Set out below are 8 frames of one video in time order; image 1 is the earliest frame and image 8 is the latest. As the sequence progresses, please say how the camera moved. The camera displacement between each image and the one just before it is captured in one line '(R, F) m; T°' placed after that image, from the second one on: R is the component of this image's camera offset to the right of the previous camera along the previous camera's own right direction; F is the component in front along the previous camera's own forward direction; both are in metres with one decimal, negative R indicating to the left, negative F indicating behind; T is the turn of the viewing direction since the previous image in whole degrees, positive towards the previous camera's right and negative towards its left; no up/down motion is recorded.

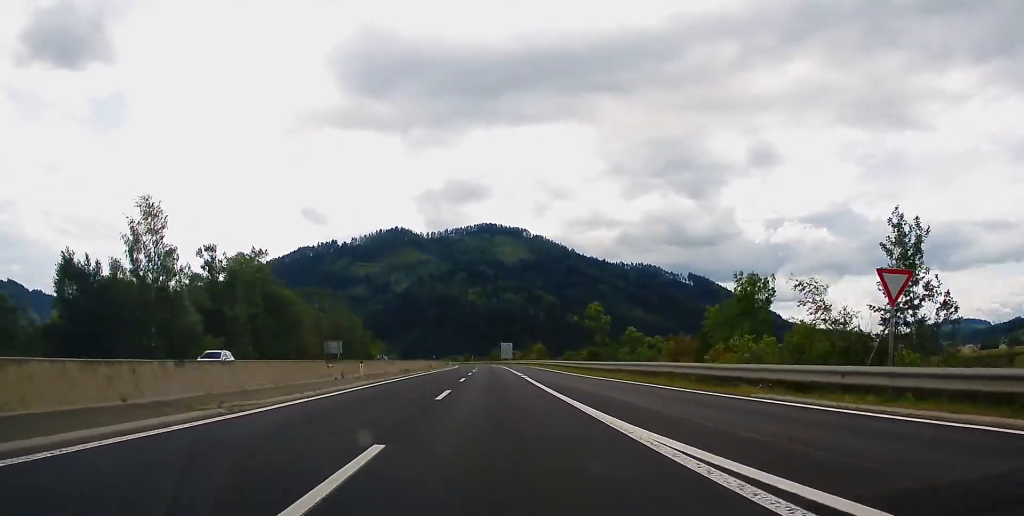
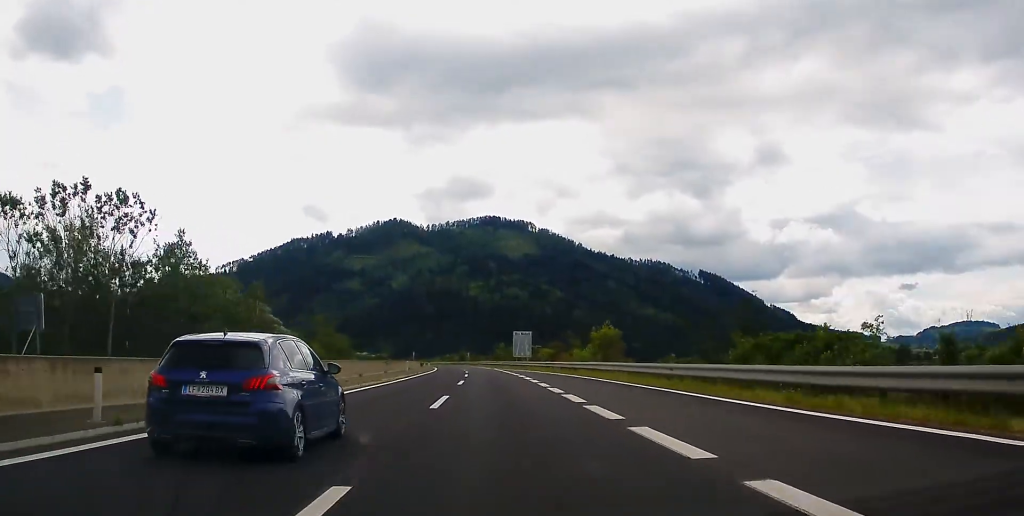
(+0.1, +74.8) m; 0°
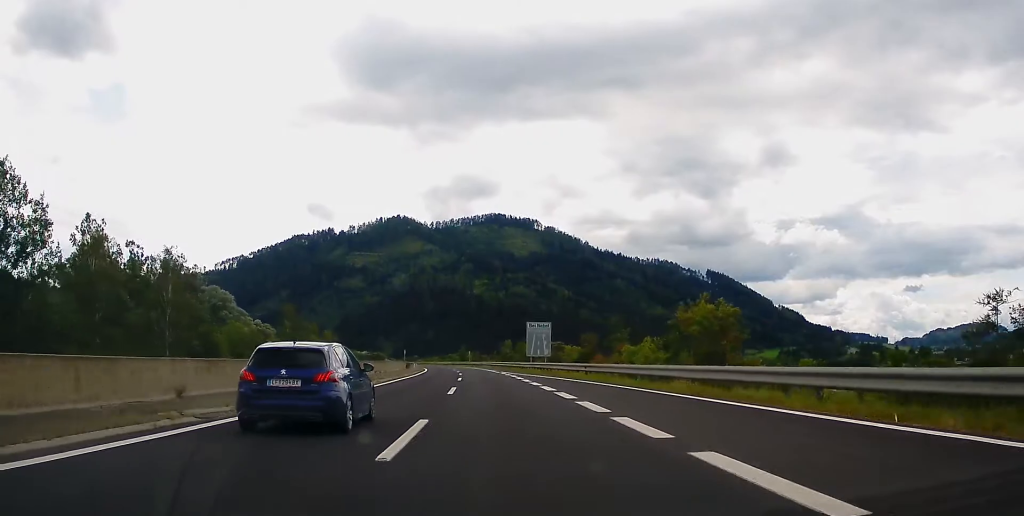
(-0.1, +27.2) m; 0°
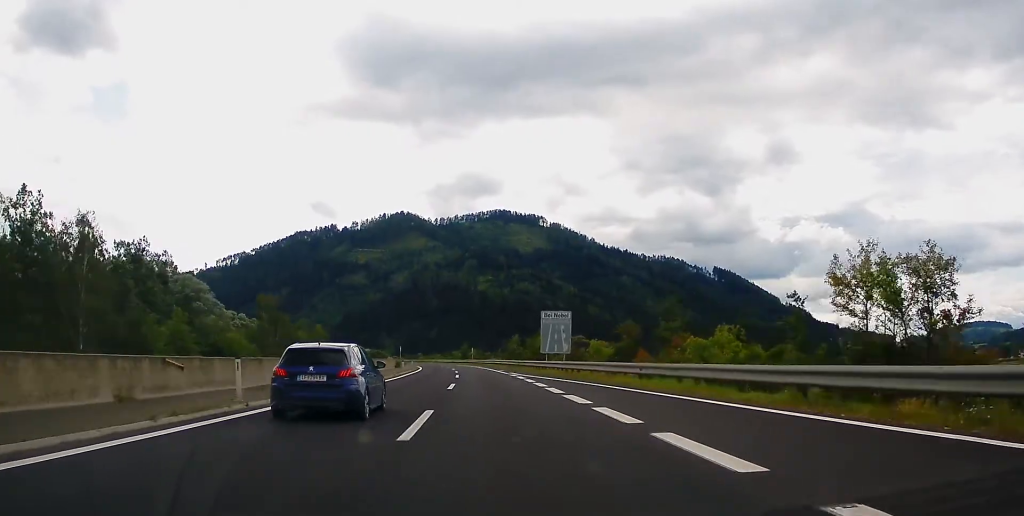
(0.0, +15.8) m; 0°
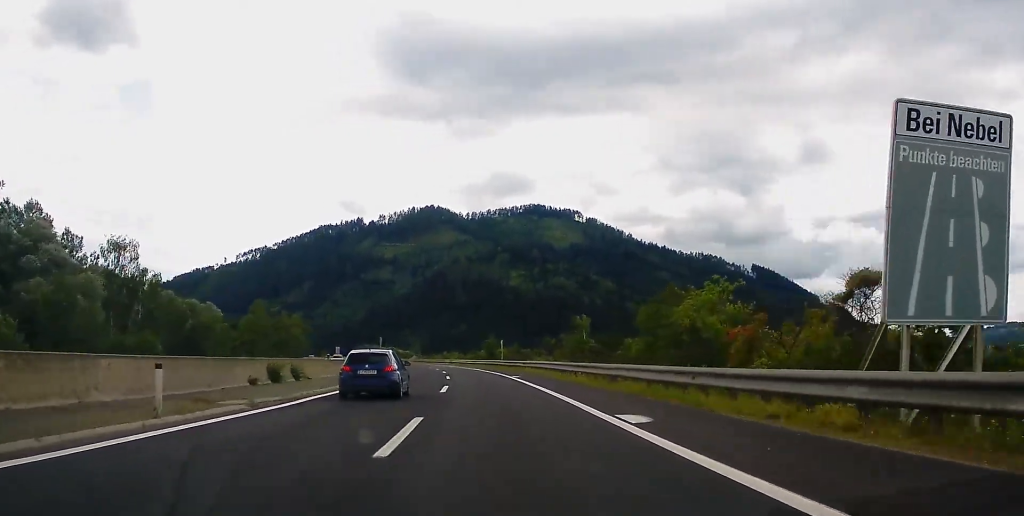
(-1.8, +55.6) m; -4°
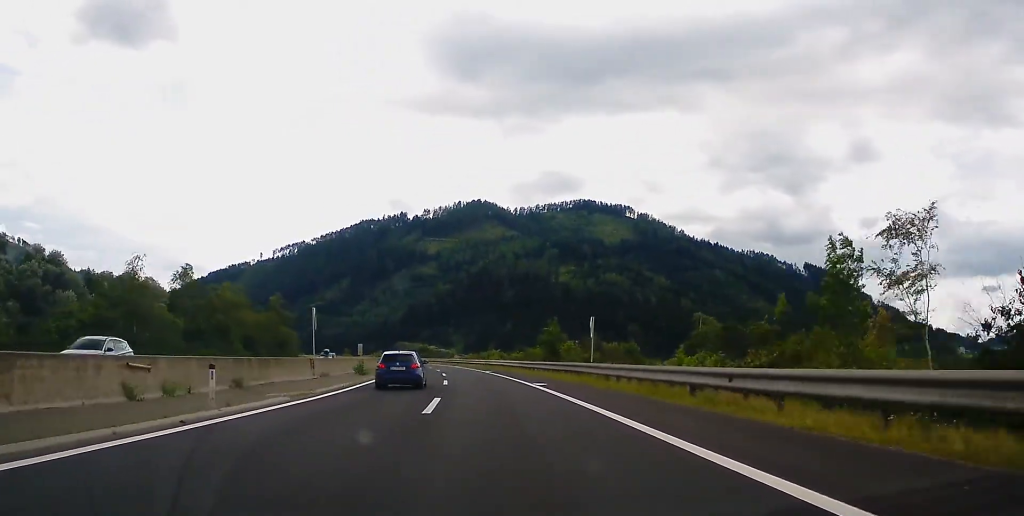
(-0.6, +46.3) m; -2°
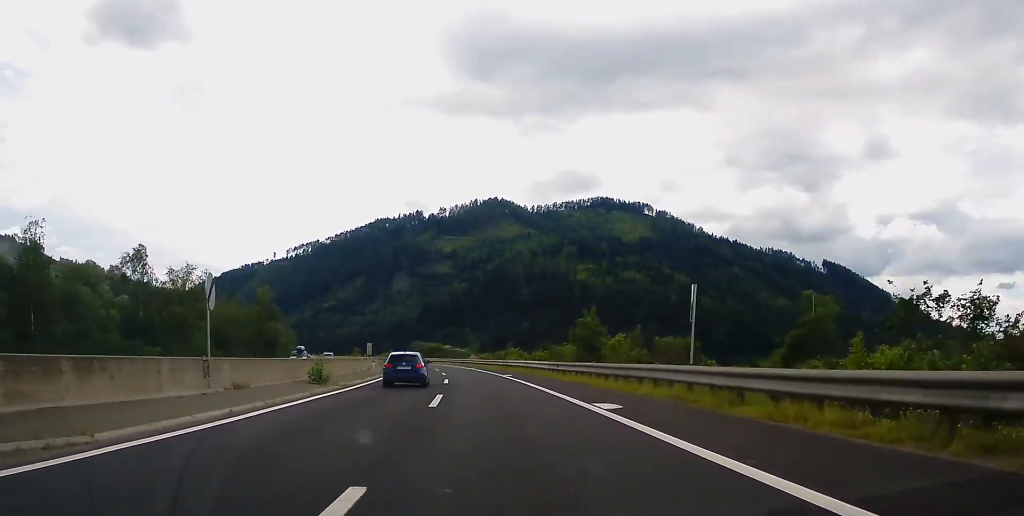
(-0.1, +15.5) m; -1°
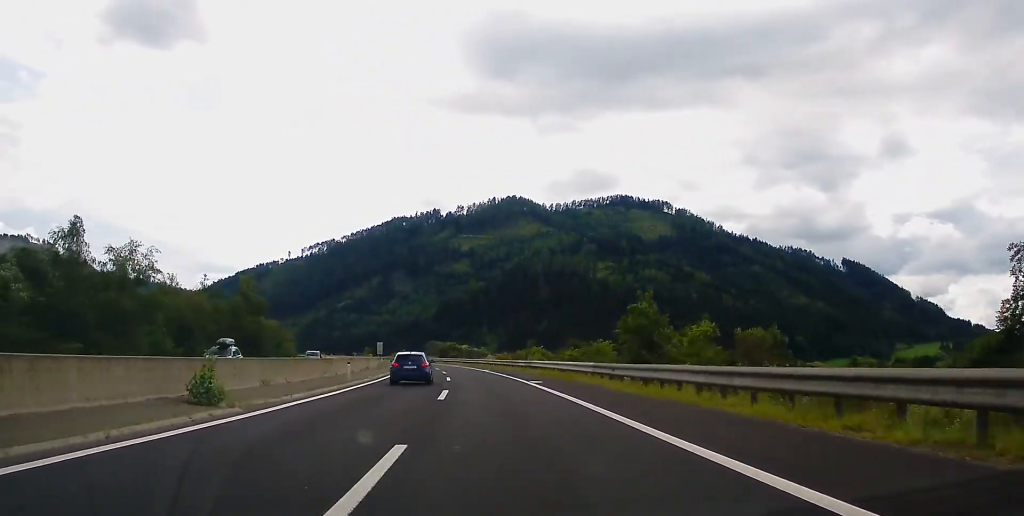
(-0.2, +14.4) m; -1°
